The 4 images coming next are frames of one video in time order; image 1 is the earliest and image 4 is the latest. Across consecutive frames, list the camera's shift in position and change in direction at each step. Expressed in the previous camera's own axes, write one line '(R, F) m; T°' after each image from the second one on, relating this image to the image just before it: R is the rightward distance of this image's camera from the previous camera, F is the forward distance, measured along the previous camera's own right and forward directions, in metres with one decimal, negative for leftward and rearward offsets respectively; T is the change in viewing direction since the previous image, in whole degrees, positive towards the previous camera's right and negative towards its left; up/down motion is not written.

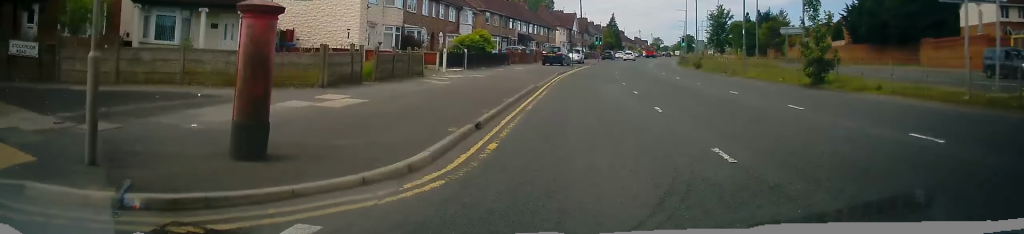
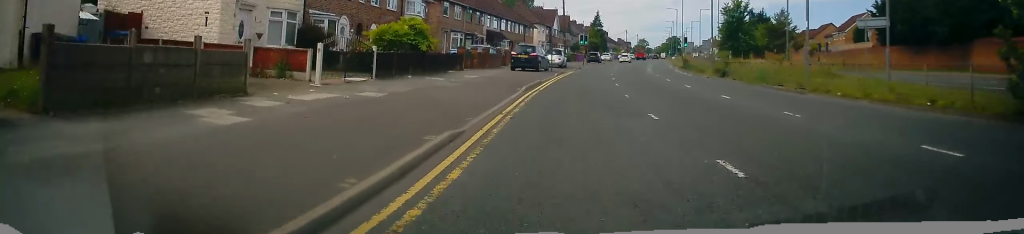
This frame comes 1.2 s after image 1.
(-0.2, +13.1) m; -2°
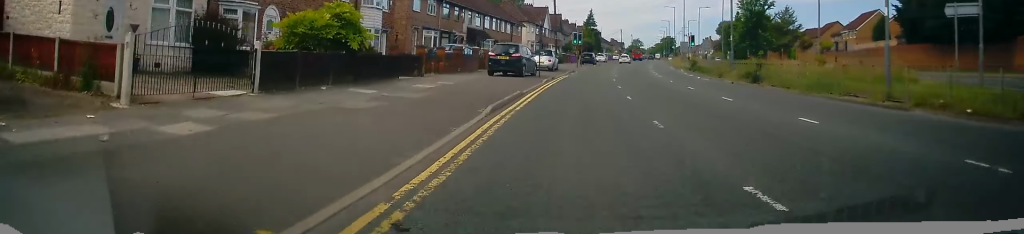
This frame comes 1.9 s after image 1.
(0.0, +7.5) m; +2°
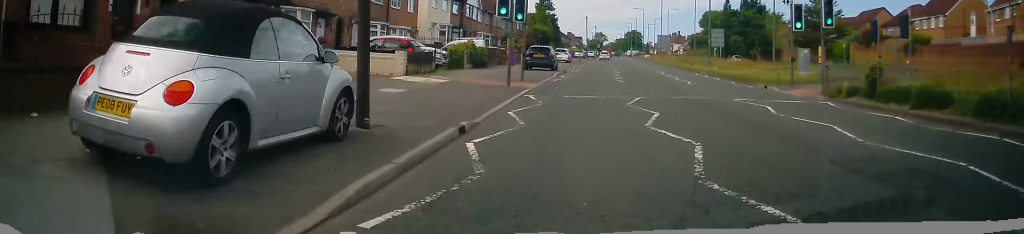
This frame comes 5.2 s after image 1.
(+3.0, +36.9) m; +7°
